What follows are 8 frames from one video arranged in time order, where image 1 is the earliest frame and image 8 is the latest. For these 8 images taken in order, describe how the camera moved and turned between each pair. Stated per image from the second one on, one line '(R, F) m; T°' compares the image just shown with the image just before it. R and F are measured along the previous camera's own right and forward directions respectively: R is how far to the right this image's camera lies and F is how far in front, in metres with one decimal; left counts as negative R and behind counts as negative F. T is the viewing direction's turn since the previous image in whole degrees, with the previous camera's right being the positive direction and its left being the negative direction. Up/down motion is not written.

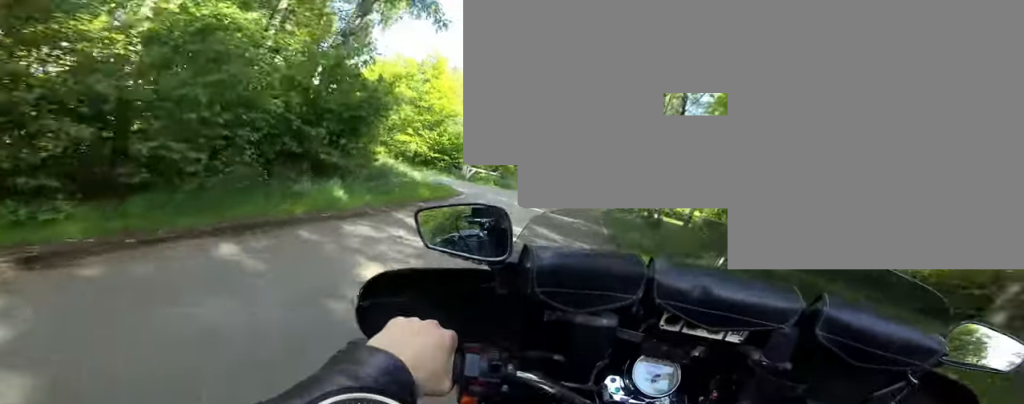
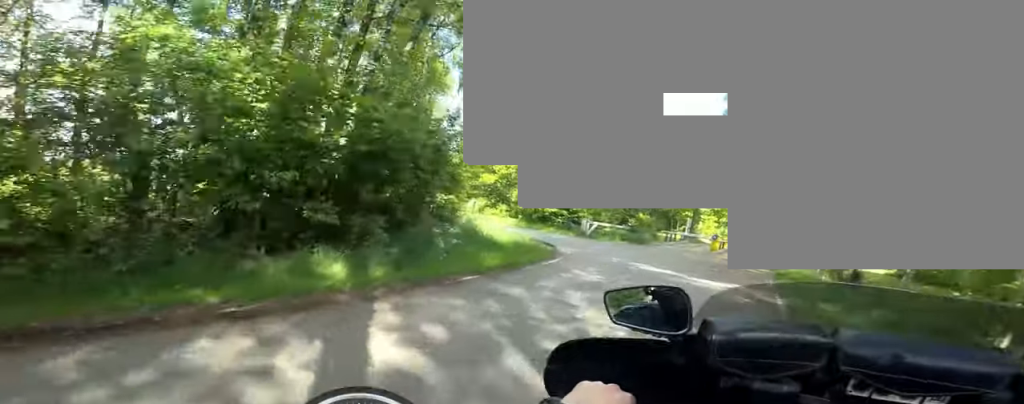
(-0.4, +3.7) m; -5°
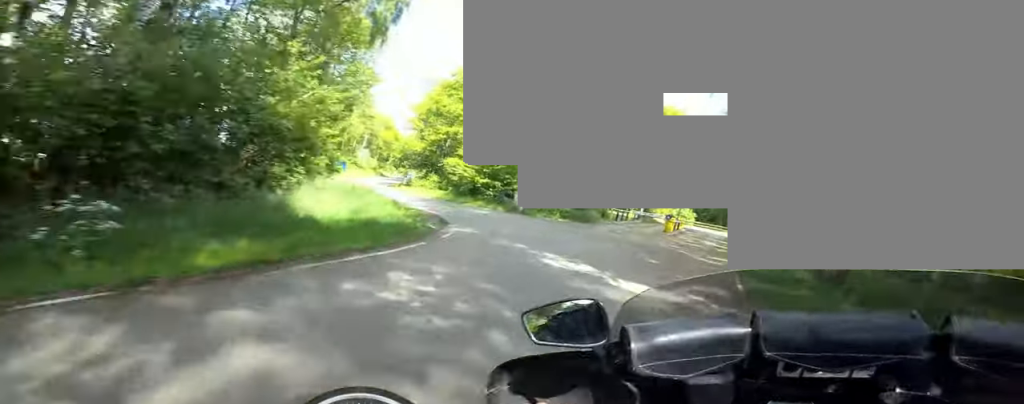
(-0.2, +4.3) m; -2°
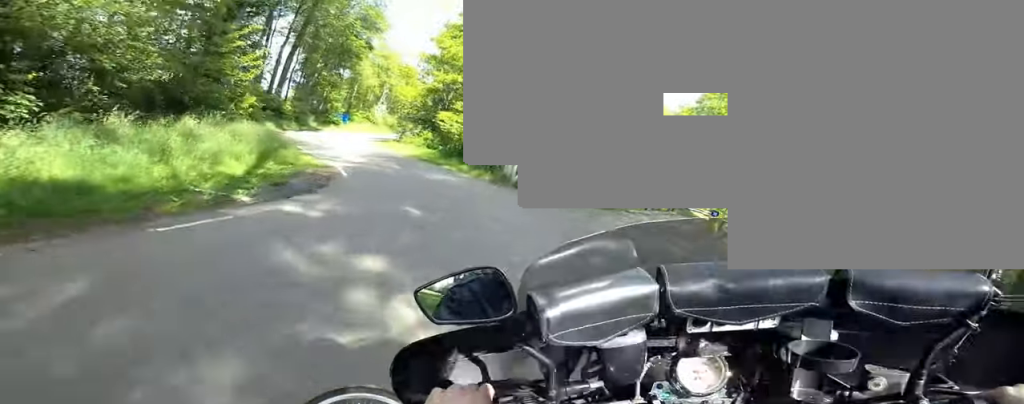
(0.0, +5.4) m; -6°
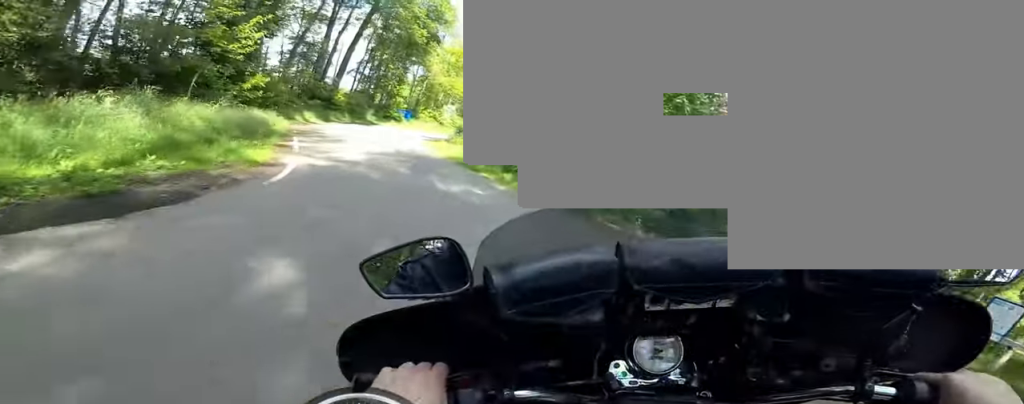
(+0.4, +3.7) m; -9°
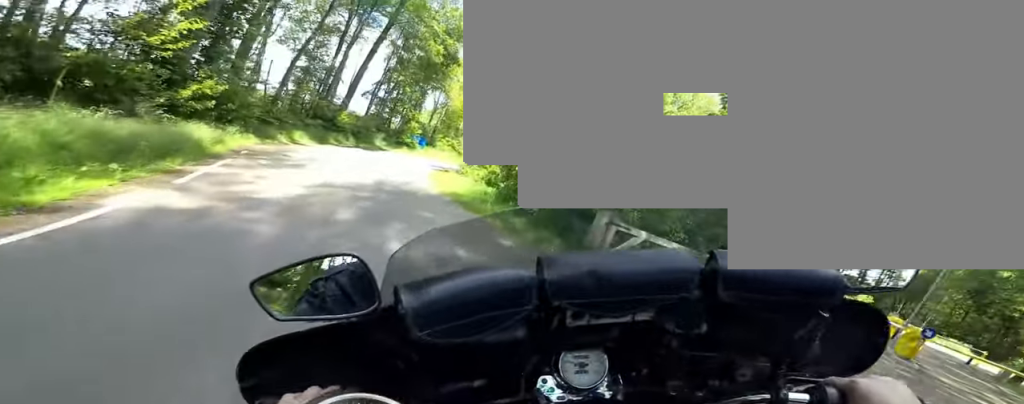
(-0.8, +3.0) m; -14°
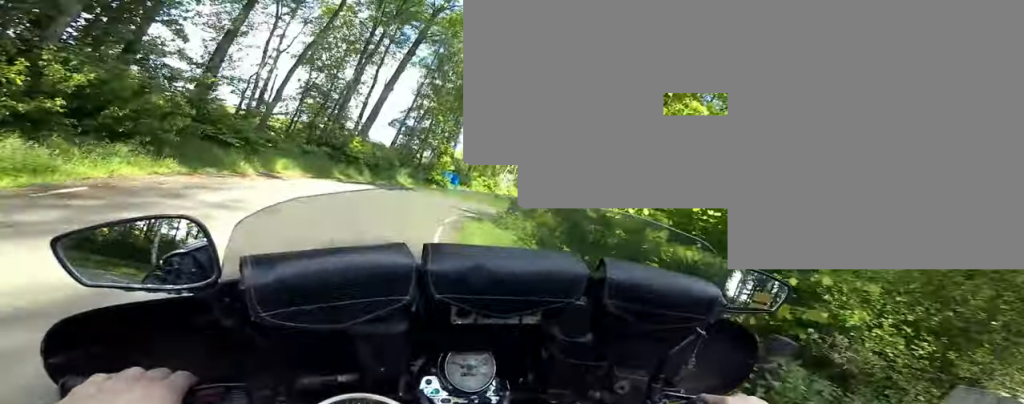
(-1.0, +5.1) m; -12°
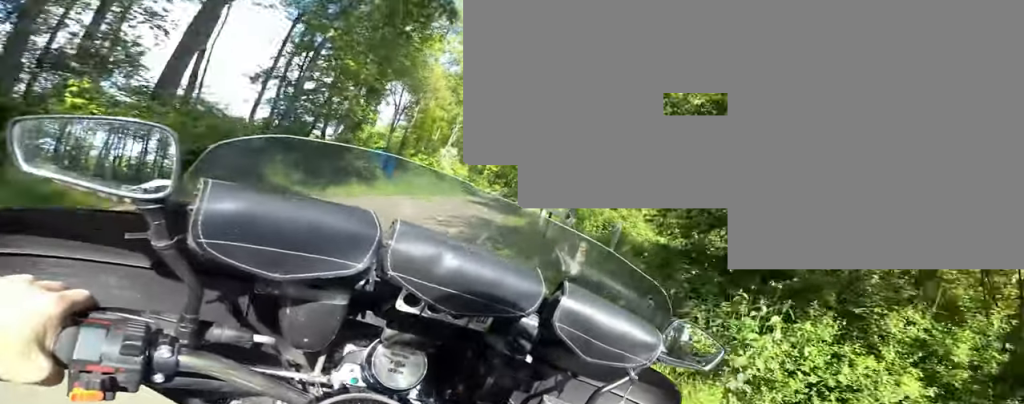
(+0.2, +11.6) m; 0°
